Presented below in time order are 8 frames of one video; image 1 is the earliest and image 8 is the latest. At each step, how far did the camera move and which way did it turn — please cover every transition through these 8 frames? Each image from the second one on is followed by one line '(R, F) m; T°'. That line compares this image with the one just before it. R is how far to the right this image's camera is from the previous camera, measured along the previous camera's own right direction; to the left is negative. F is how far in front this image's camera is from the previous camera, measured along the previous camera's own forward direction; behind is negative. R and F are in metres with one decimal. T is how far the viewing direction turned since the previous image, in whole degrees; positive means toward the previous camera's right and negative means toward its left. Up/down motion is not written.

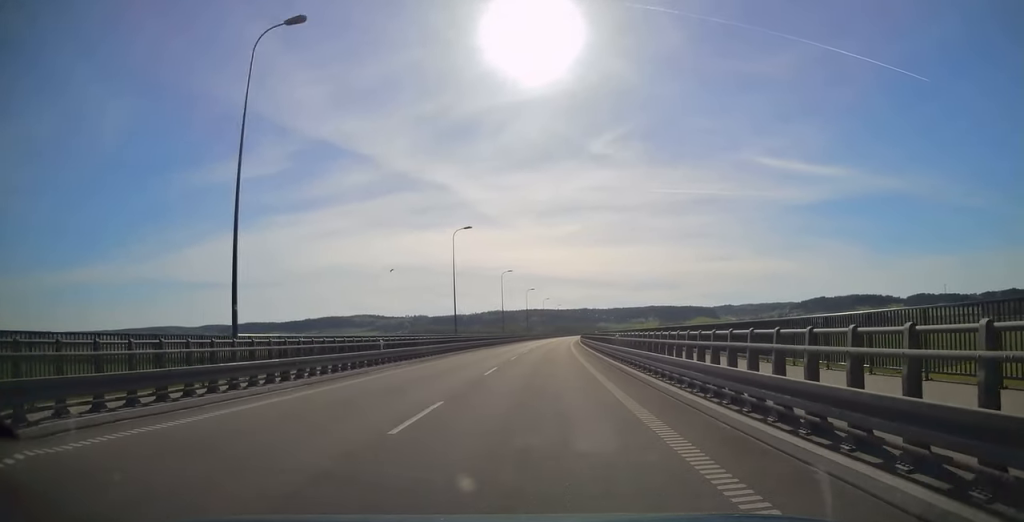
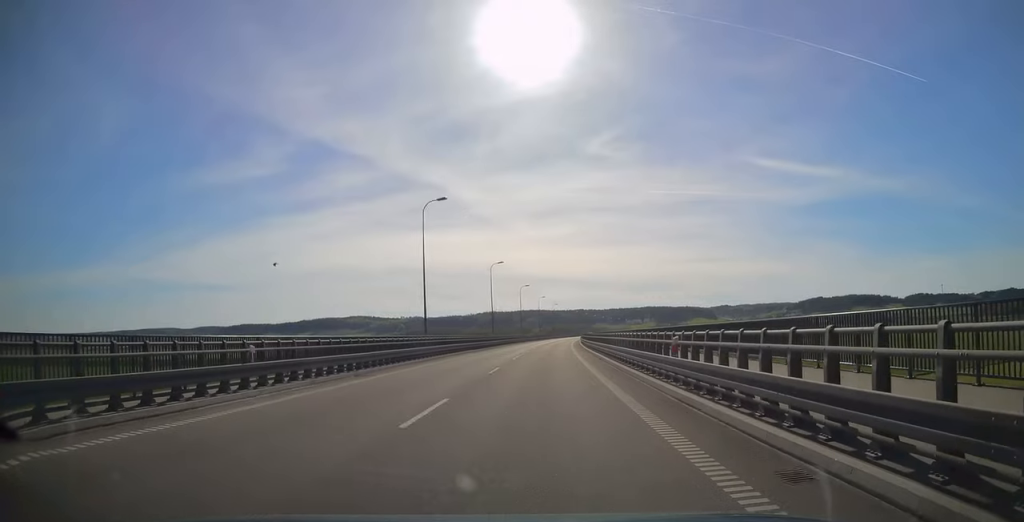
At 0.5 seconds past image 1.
(+0.2, +11.5) m; +1°
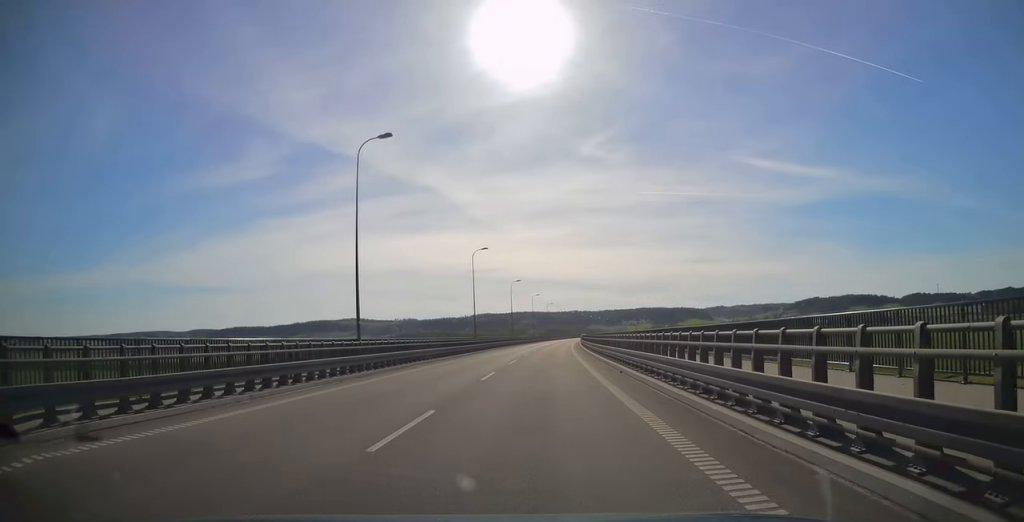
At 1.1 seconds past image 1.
(+0.1, +13.7) m; 0°
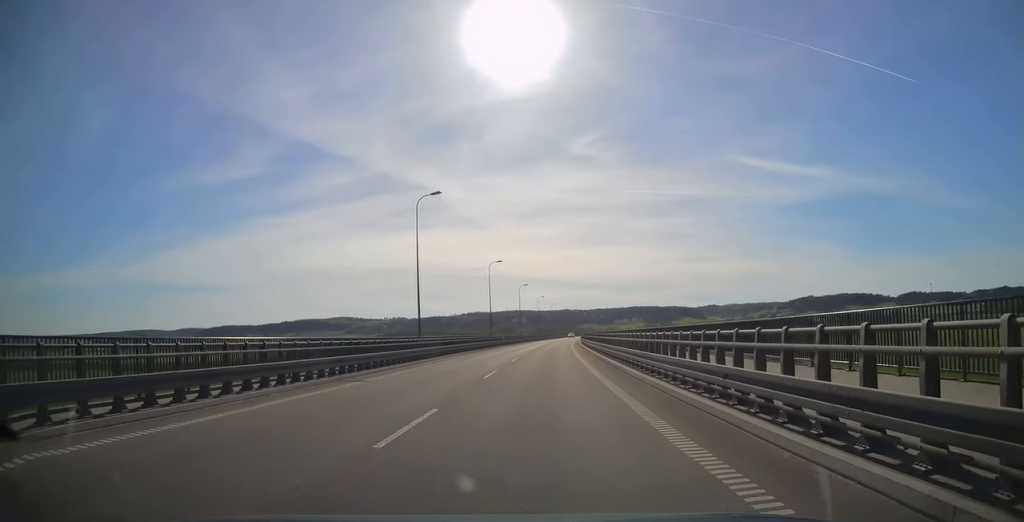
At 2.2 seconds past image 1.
(0.0, +24.1) m; 0°
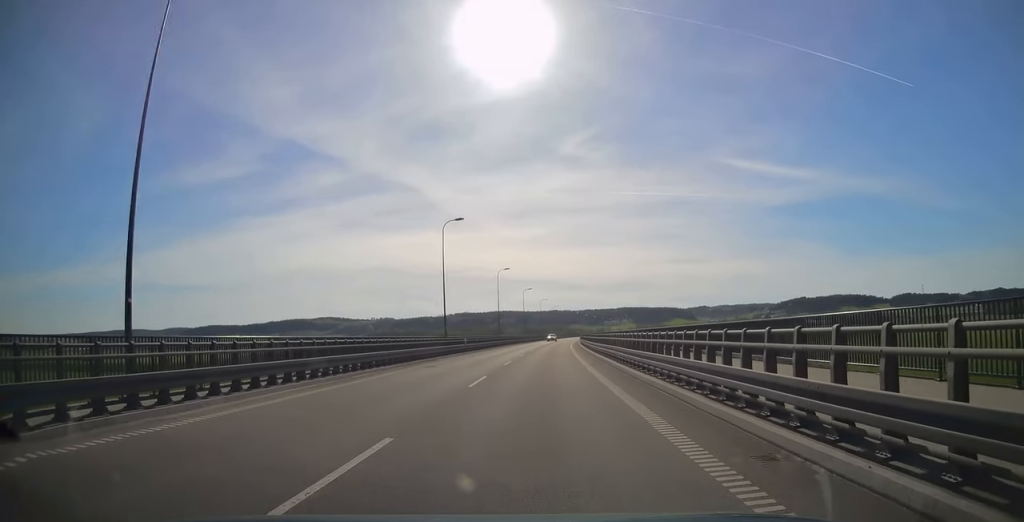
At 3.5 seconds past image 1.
(0.0, +27.4) m; +1°
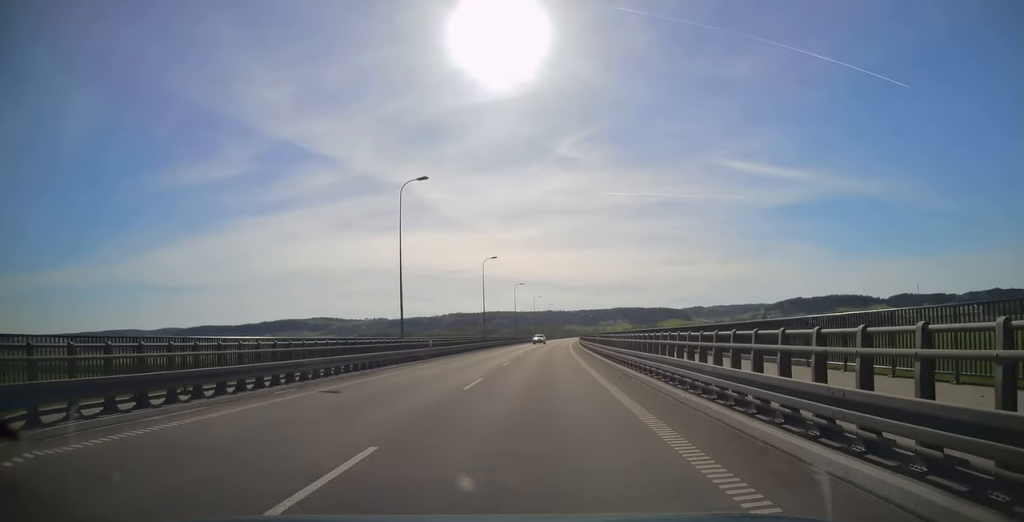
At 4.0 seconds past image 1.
(0.0, +12.6) m; +1°
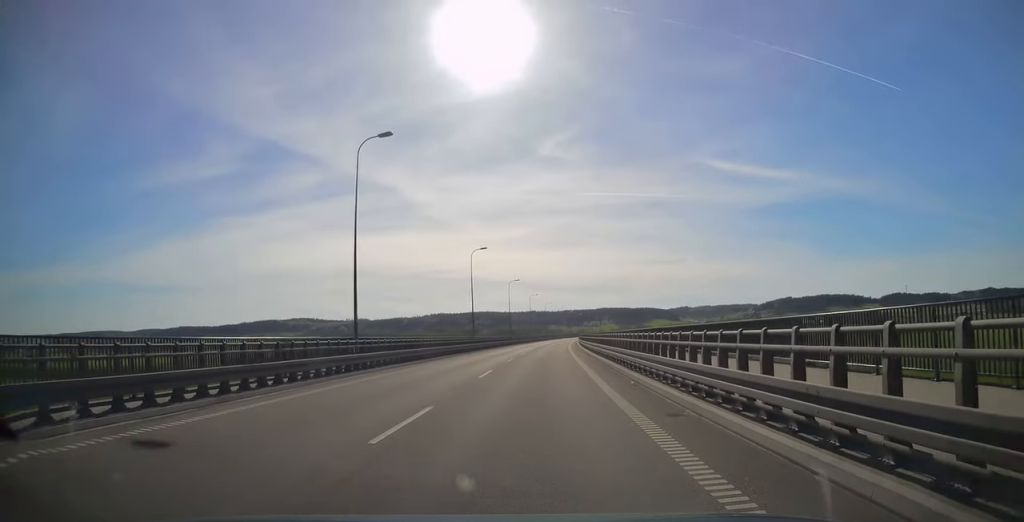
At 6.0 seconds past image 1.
(+1.4, +43.7) m; +2°
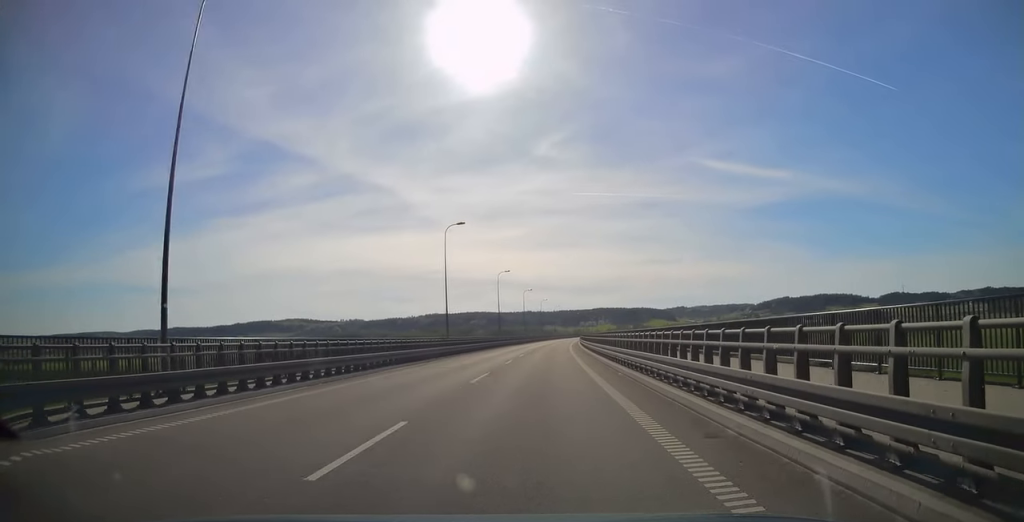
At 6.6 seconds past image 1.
(-0.3, +14.2) m; 0°
